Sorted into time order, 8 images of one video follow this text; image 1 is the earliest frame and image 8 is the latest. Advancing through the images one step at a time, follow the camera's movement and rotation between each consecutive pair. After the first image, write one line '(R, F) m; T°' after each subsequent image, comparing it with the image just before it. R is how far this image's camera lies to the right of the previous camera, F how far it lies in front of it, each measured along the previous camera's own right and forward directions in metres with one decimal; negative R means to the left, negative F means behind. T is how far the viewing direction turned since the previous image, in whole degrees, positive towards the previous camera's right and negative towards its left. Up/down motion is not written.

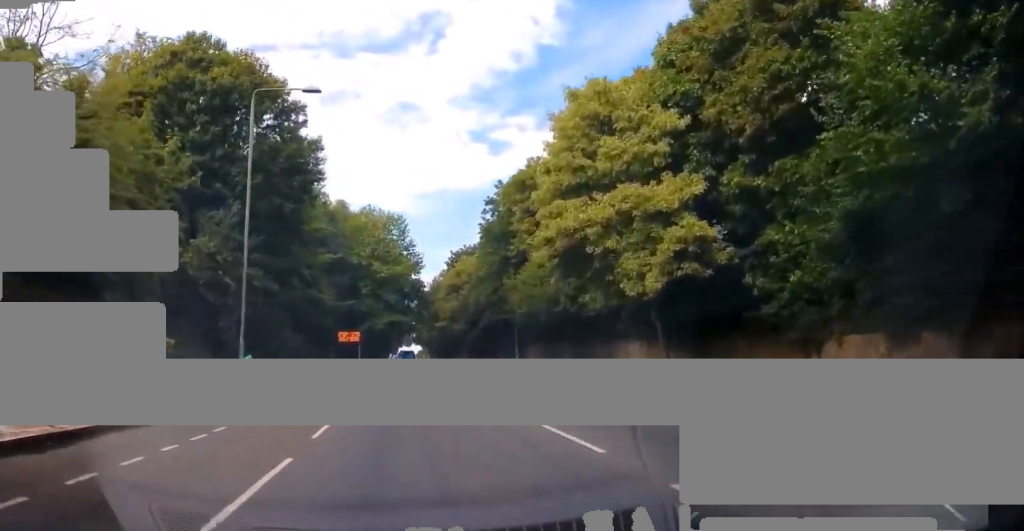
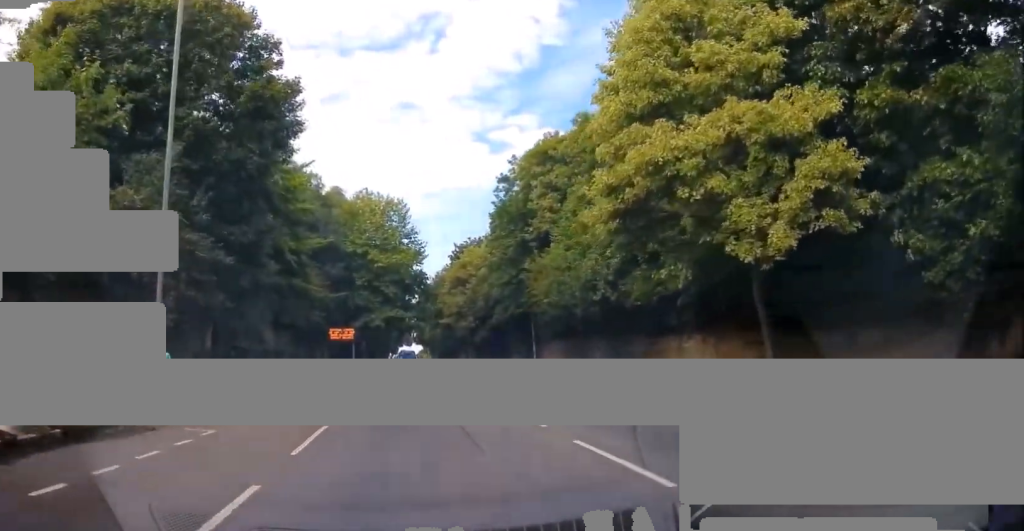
(0.0, +7.9) m; 0°
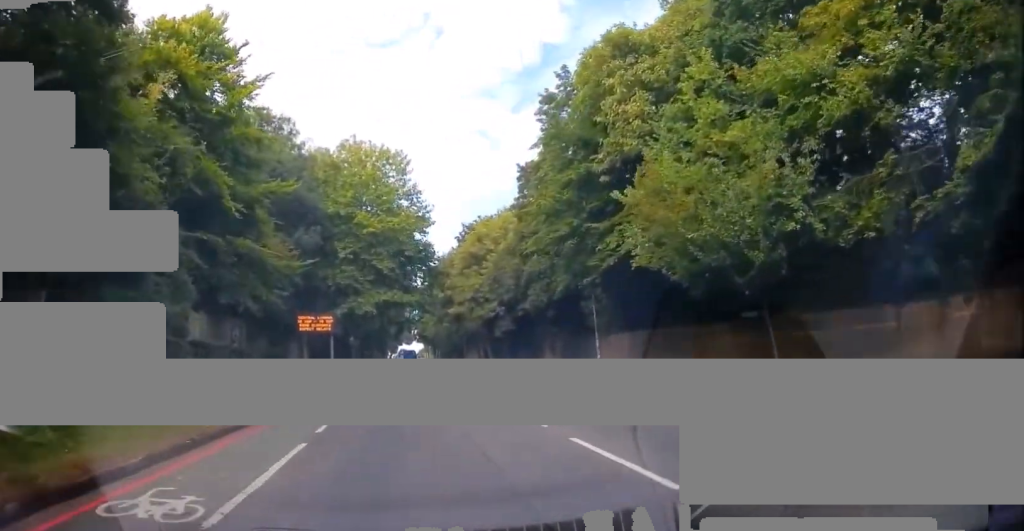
(+0.6, +16.8) m; +5°
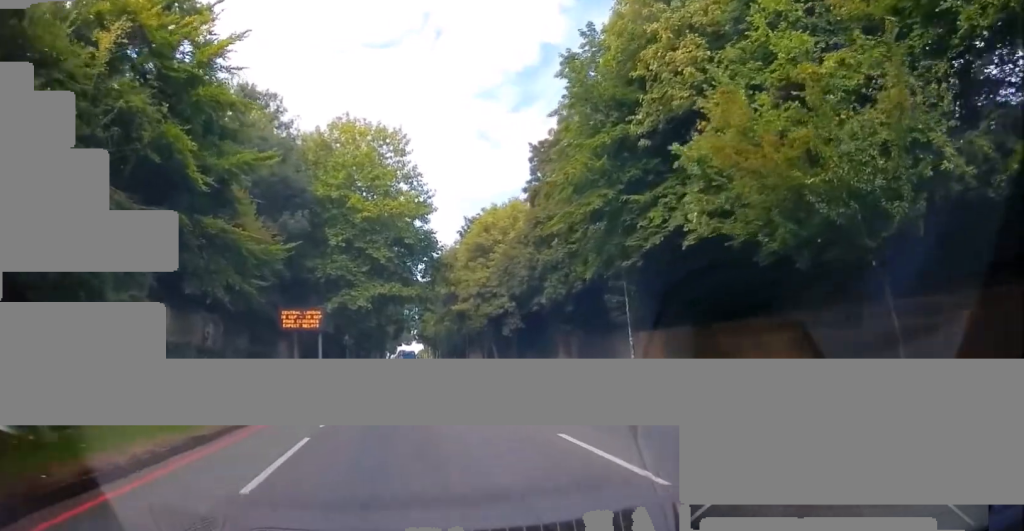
(+0.2, +5.2) m; +1°
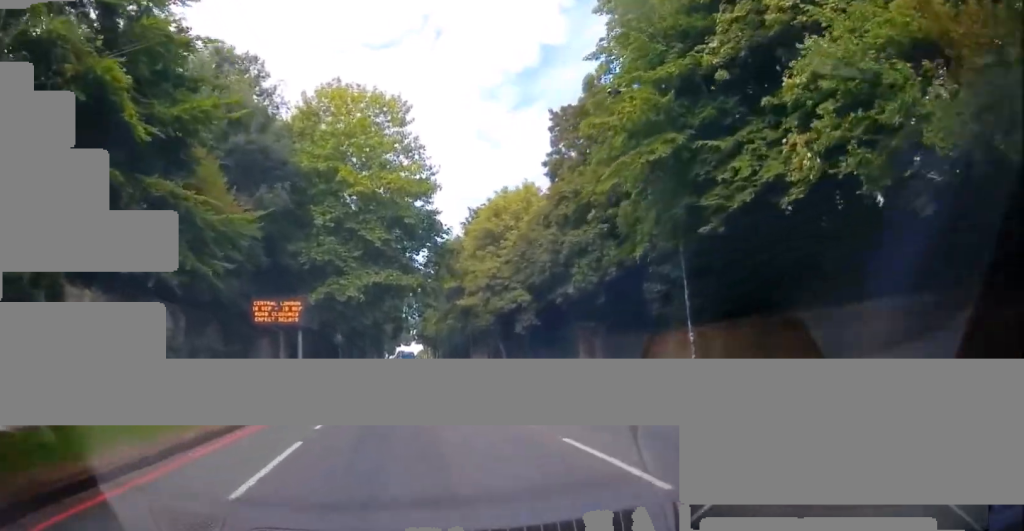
(0.0, +6.7) m; 0°
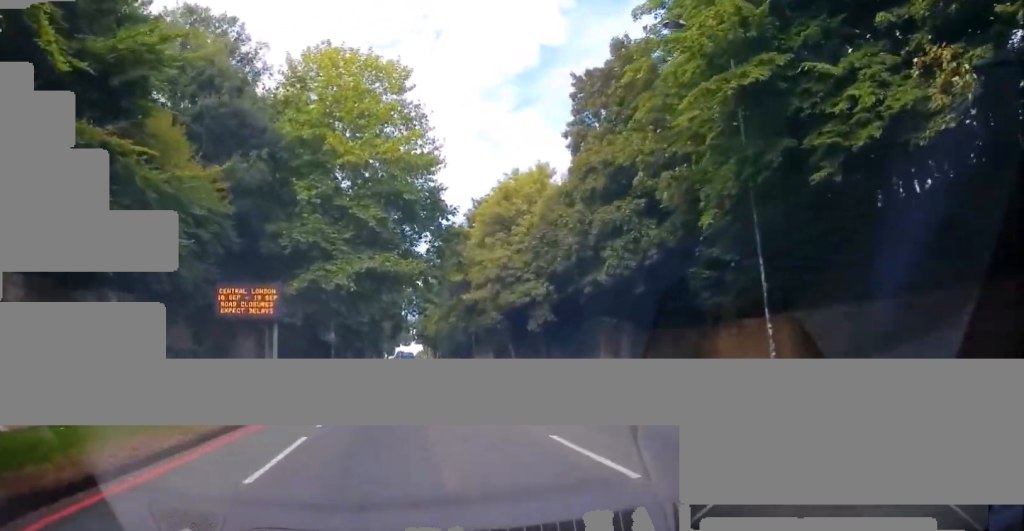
(0.0, +5.3) m; 0°
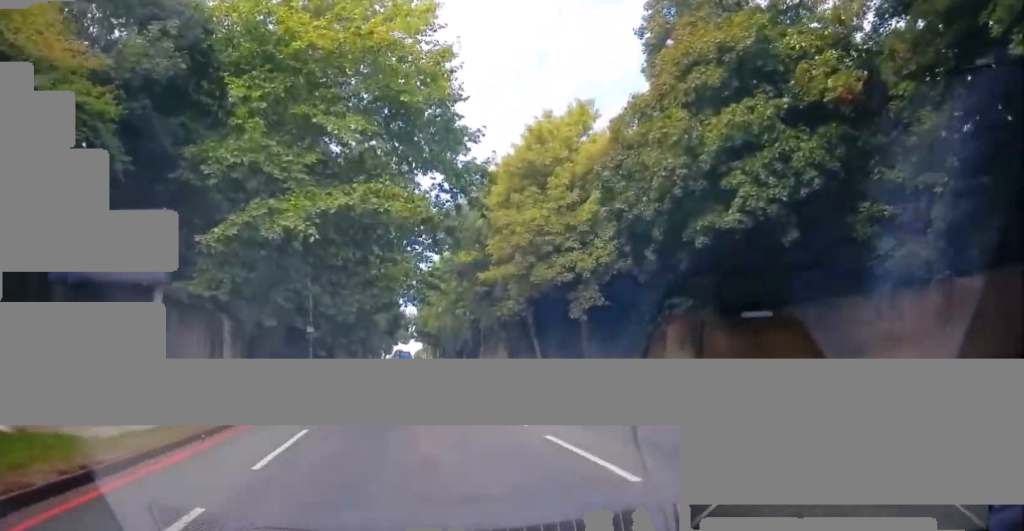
(-0.2, +11.3) m; 0°
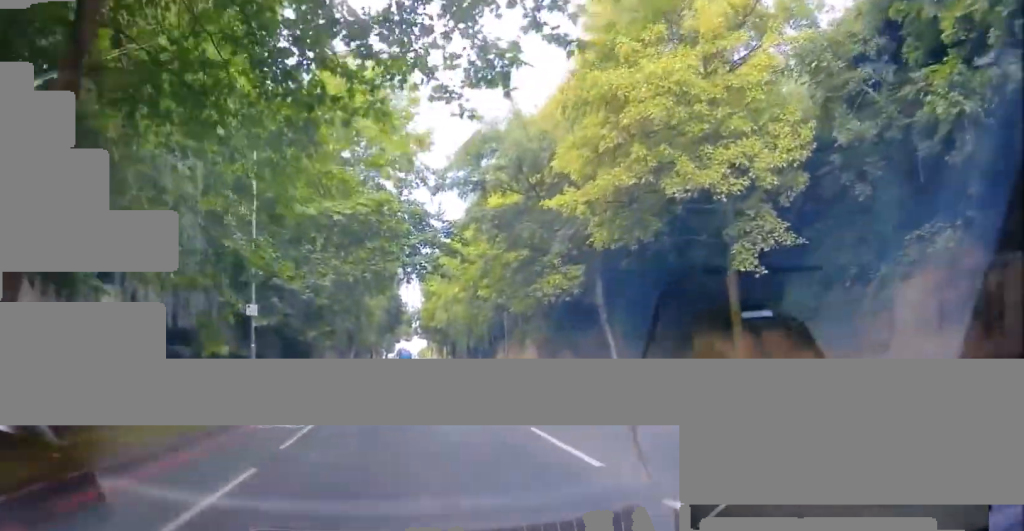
(+1.0, +14.1) m; +8°
